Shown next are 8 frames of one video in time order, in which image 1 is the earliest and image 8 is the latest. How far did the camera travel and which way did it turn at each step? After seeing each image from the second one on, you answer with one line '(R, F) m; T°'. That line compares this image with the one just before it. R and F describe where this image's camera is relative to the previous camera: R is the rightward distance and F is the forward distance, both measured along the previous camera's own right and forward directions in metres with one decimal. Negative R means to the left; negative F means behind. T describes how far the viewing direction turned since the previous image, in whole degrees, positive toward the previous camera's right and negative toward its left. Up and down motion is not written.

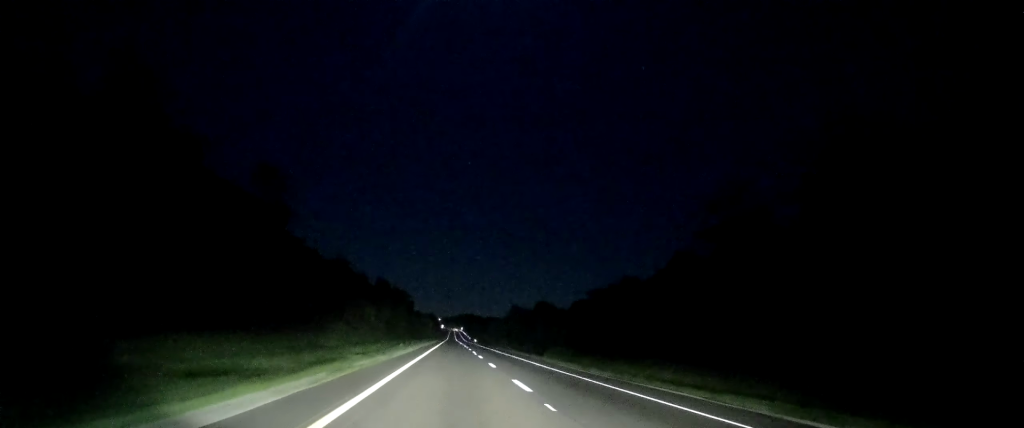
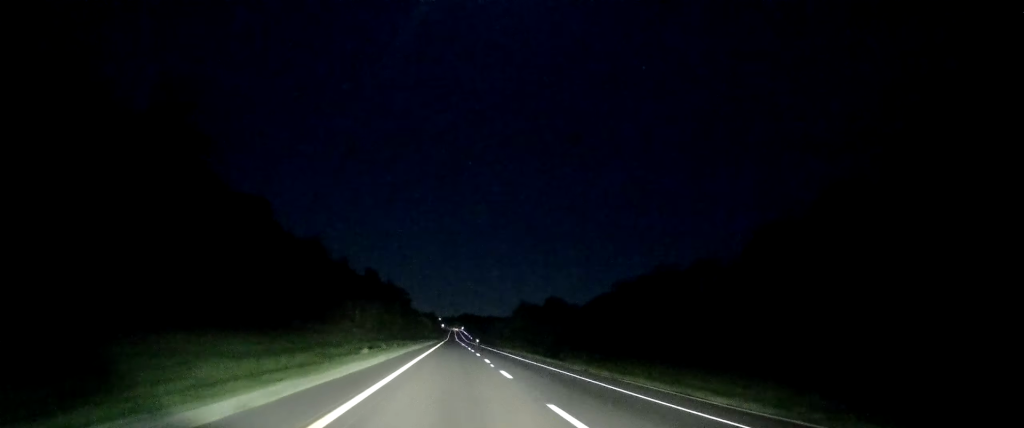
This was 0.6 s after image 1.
(+0.2, +19.3) m; 0°
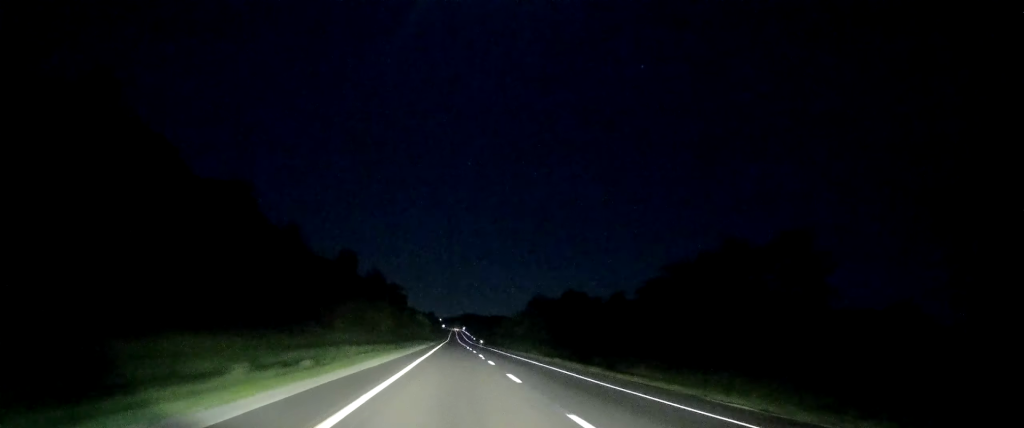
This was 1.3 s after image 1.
(+0.1, +26.1) m; 0°
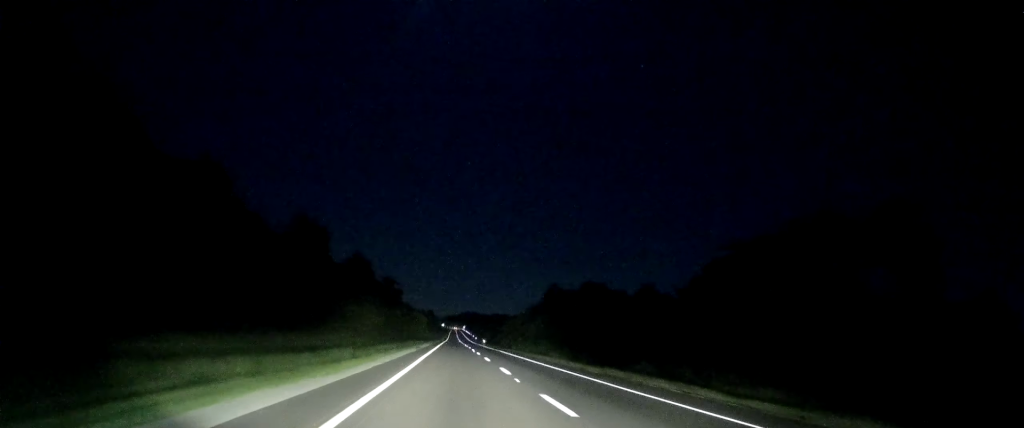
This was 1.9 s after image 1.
(-0.2, +20.4) m; 0°
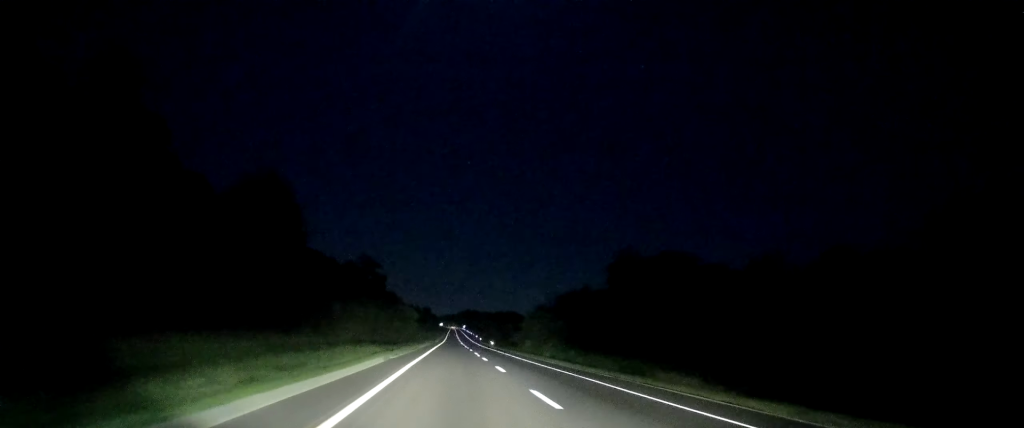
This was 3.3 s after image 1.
(+0.2, +47.5) m; 0°
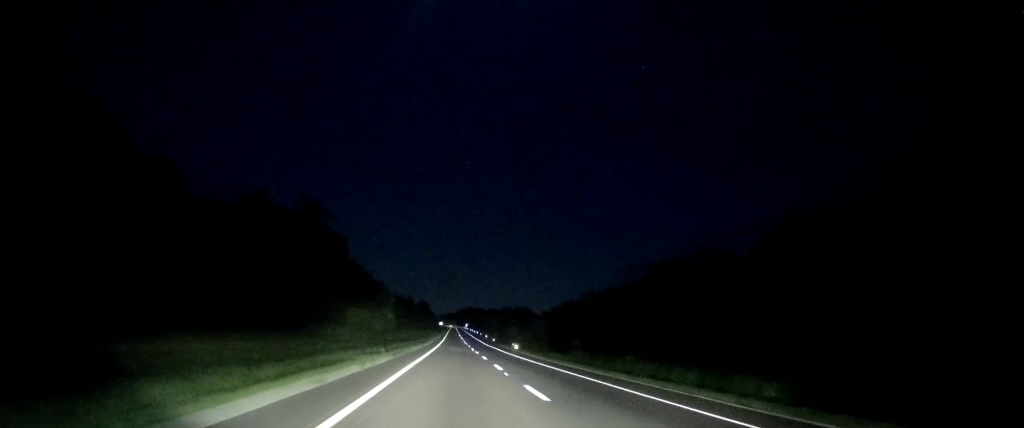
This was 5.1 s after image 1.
(-0.1, +59.6) m; +1°
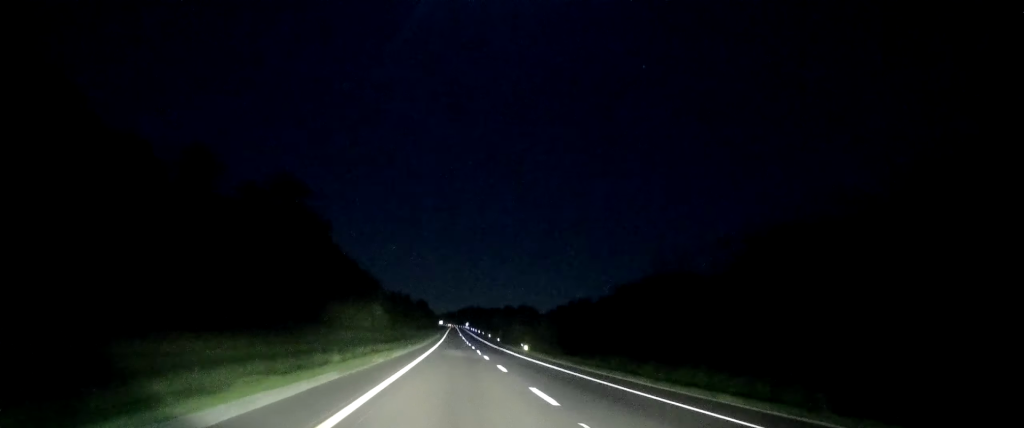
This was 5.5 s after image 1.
(+0.2, +14.7) m; 0°
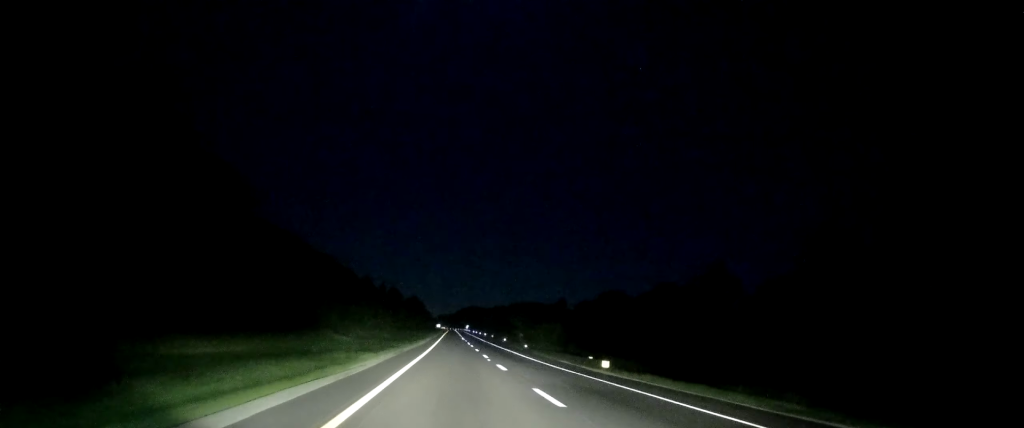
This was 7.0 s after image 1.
(-0.4, +49.4) m; 0°
